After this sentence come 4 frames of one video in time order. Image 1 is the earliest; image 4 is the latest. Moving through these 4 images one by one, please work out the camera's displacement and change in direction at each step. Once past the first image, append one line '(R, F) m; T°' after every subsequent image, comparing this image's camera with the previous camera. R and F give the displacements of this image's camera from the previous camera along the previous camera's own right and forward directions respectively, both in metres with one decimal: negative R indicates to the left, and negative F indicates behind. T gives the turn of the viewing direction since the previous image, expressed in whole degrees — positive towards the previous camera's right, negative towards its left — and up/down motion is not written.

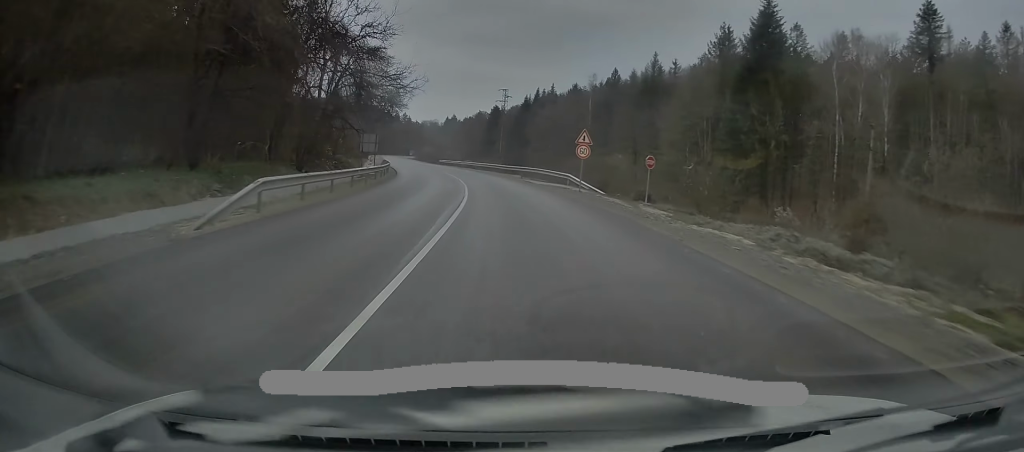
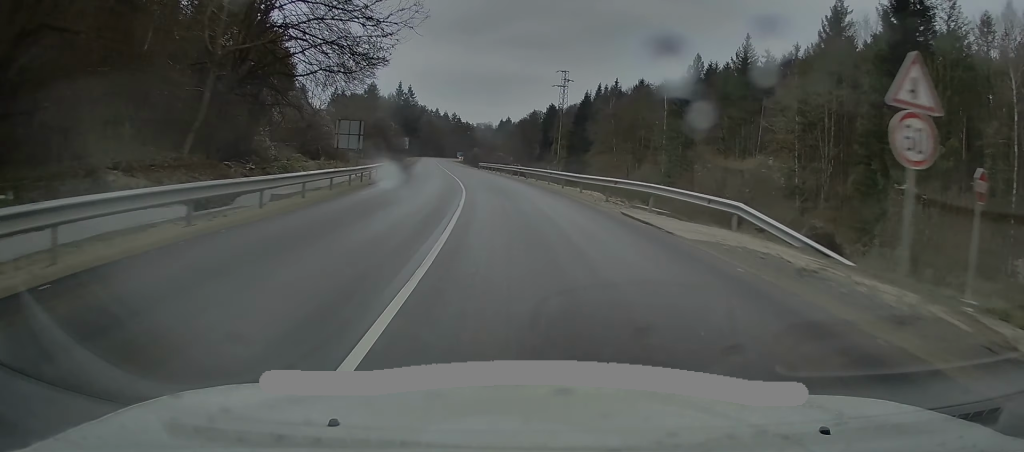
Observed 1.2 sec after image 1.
(-1.1, +24.9) m; -5°
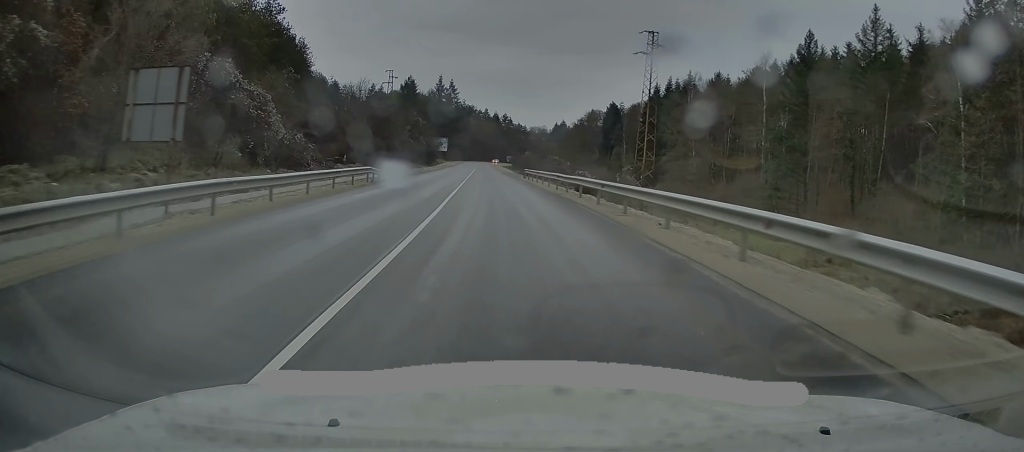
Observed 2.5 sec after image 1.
(-1.5, +26.3) m; -6°
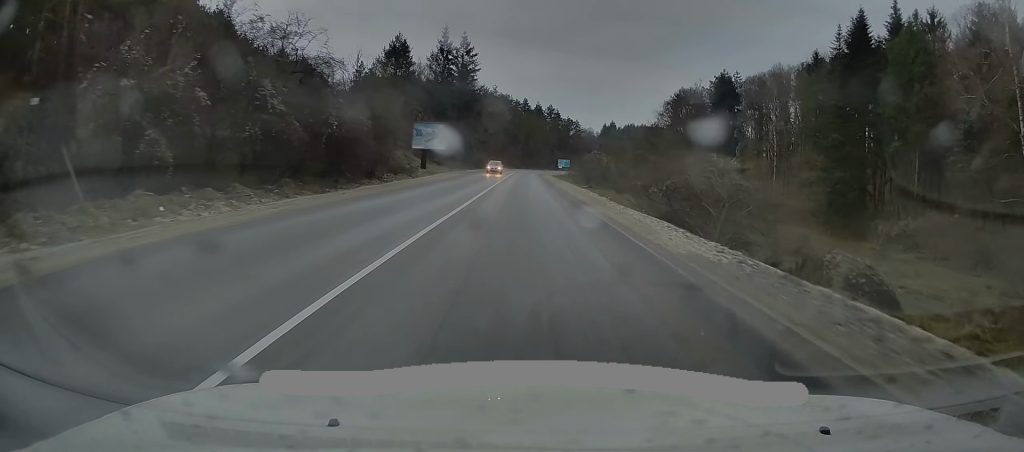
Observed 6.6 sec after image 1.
(-4.9, +76.1) m; -4°
